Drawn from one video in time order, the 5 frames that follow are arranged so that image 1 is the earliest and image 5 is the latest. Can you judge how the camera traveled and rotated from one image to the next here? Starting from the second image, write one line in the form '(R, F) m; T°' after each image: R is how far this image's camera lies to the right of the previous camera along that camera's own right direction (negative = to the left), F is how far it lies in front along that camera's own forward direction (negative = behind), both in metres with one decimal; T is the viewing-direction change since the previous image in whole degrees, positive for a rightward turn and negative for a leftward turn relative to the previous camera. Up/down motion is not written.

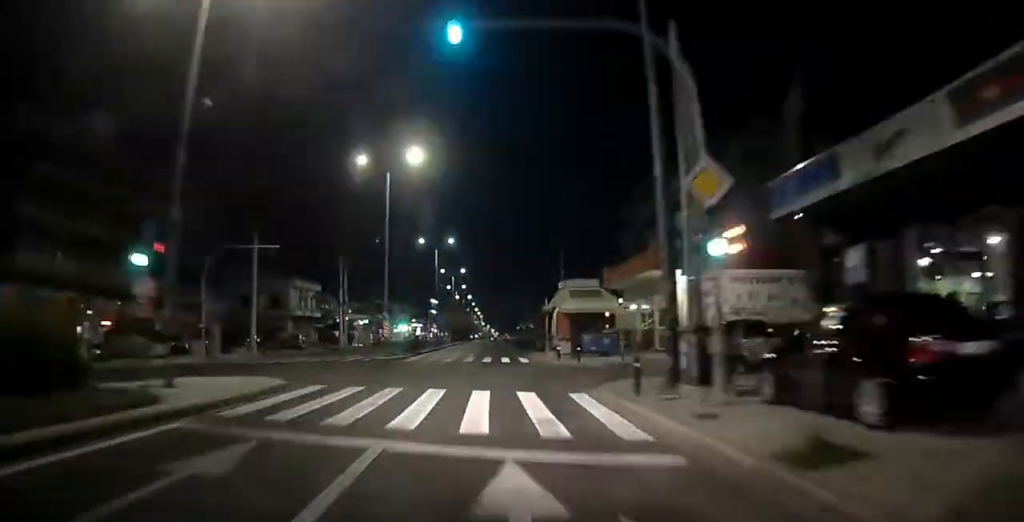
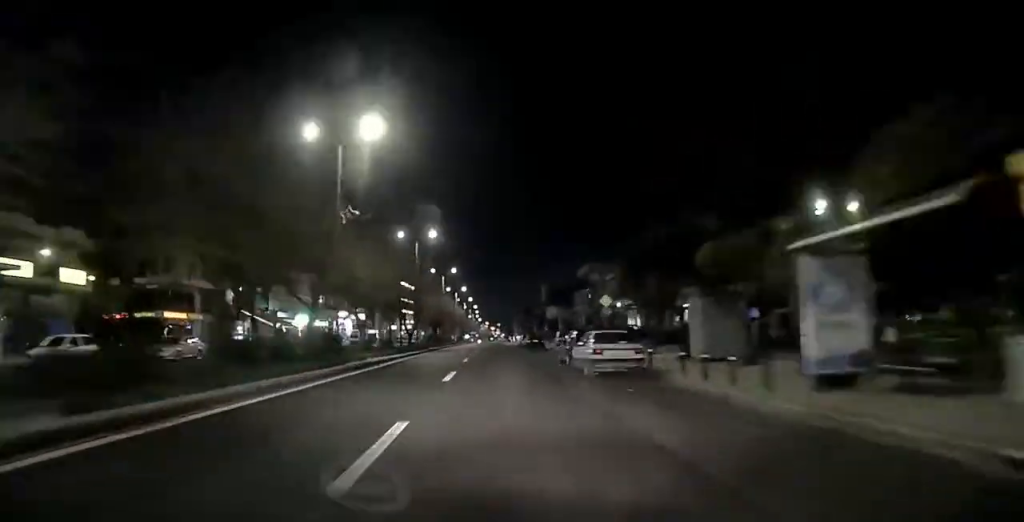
(+0.1, +100.7) m; 0°
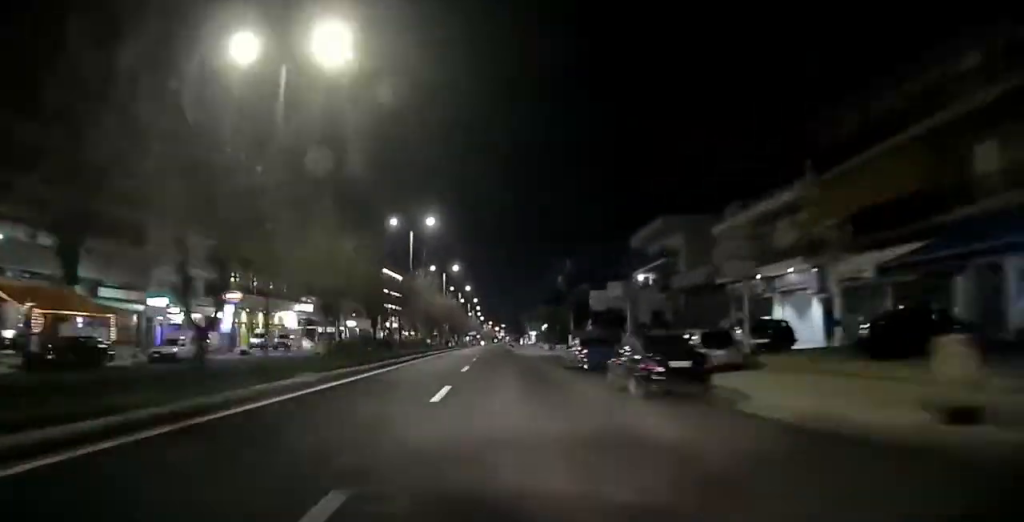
(+0.1, +41.8) m; 0°
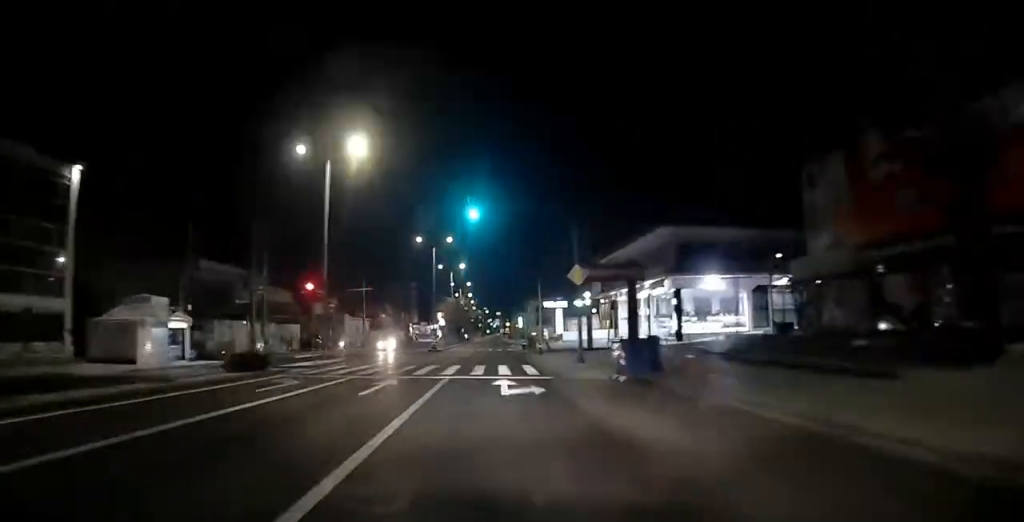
(+0.6, +218.0) m; 0°
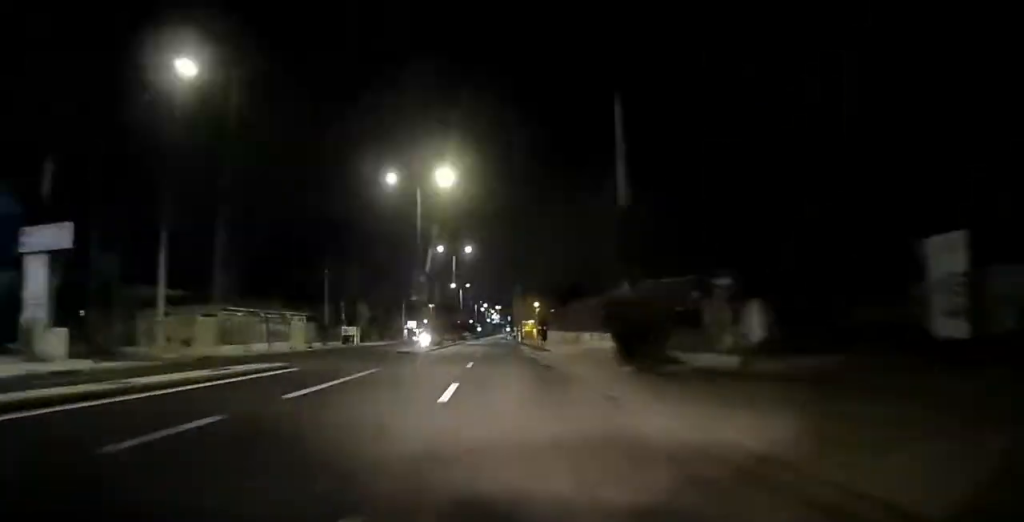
(+0.7, +245.9) m; 0°
